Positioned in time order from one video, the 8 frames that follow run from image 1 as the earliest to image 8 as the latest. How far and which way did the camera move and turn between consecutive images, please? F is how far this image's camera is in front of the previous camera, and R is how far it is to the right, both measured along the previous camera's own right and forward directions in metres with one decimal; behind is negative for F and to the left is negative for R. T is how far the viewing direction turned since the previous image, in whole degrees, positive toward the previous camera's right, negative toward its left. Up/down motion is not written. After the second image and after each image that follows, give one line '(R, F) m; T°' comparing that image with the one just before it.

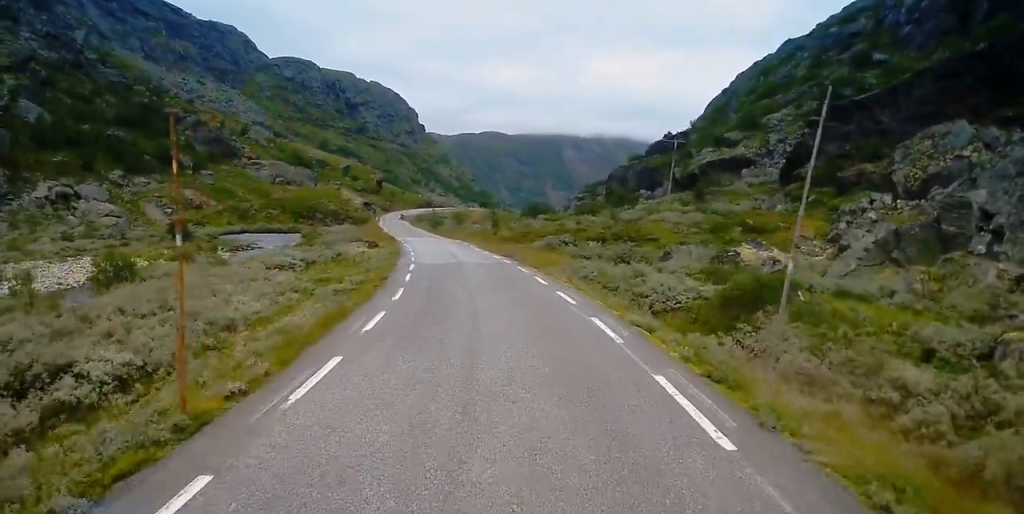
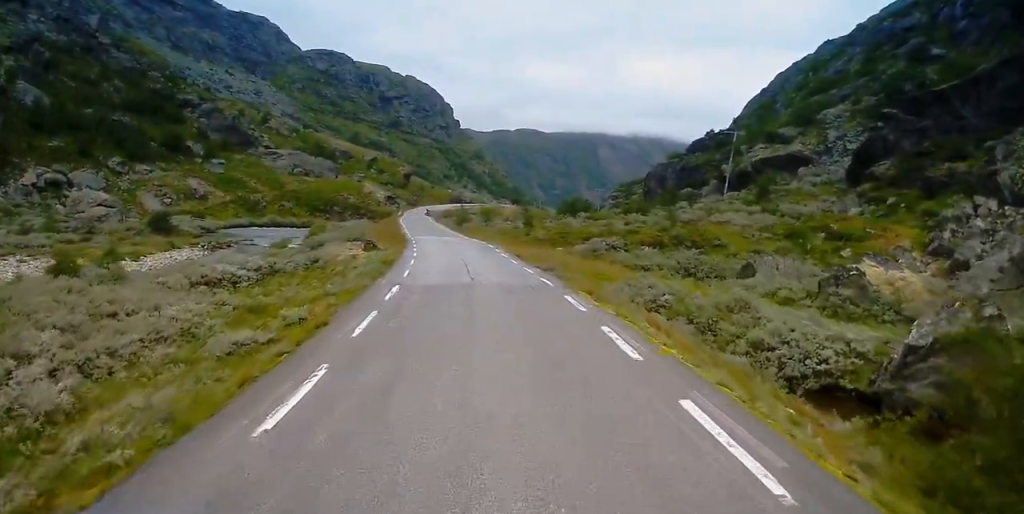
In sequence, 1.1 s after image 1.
(-0.2, +13.7) m; -1°
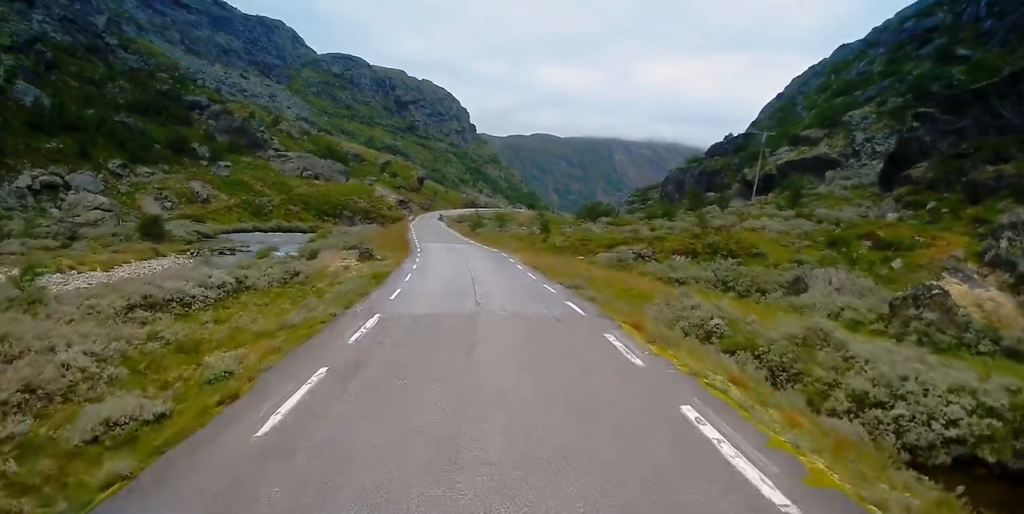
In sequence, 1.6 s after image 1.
(0.0, +5.9) m; 0°
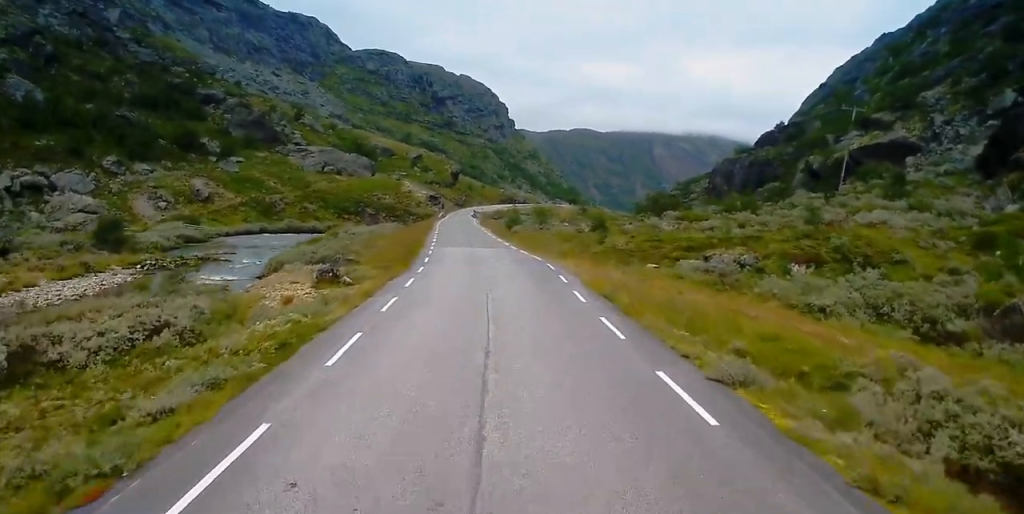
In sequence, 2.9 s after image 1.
(-0.2, +15.4) m; -3°
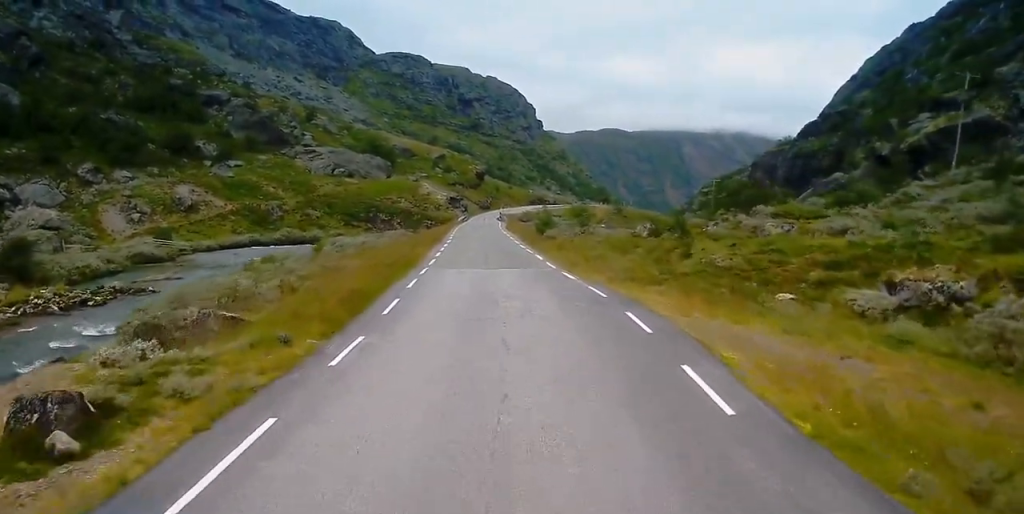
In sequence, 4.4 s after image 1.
(-0.4, +17.6) m; -1°
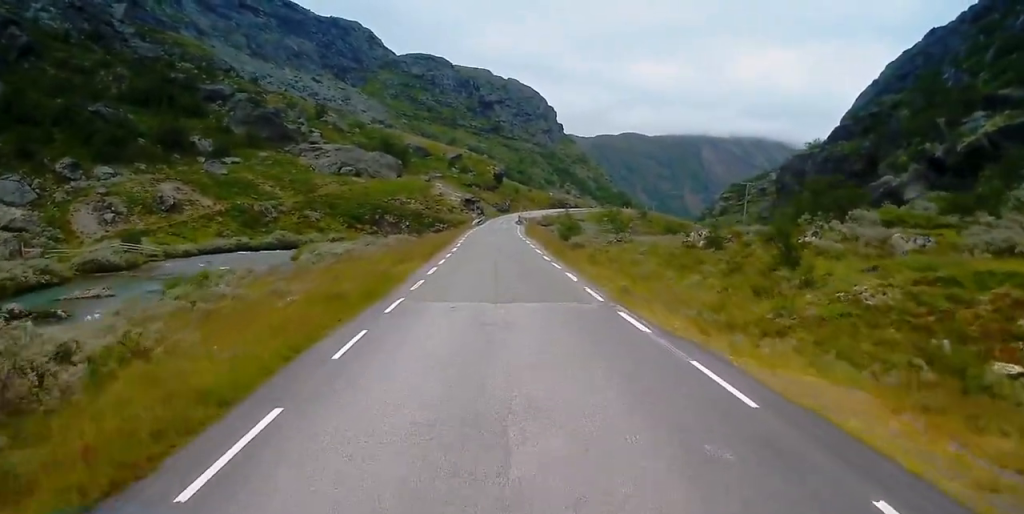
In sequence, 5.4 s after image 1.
(+0.2, +11.9) m; -1°
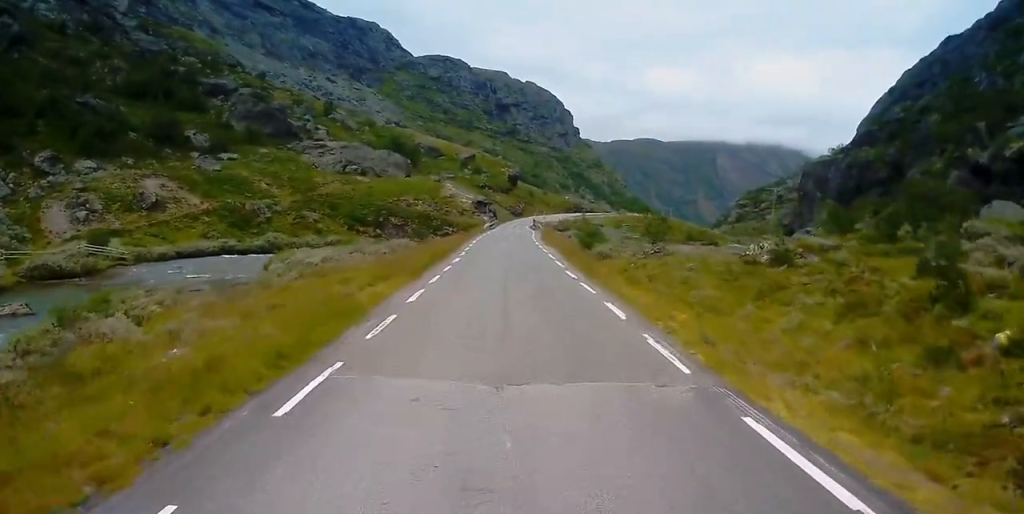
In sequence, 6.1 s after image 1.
(-0.3, +9.2) m; -2°
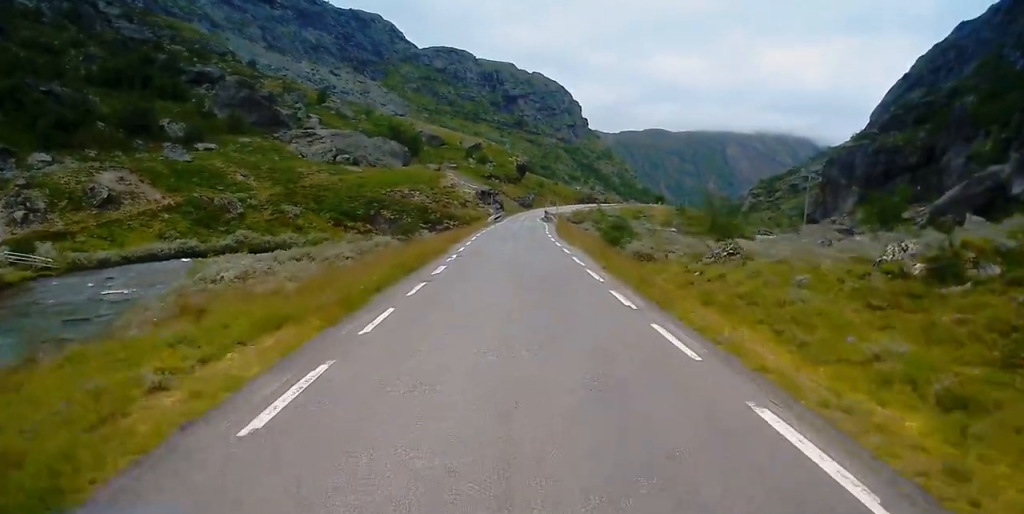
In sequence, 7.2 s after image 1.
(-0.1, +13.4) m; +1°
